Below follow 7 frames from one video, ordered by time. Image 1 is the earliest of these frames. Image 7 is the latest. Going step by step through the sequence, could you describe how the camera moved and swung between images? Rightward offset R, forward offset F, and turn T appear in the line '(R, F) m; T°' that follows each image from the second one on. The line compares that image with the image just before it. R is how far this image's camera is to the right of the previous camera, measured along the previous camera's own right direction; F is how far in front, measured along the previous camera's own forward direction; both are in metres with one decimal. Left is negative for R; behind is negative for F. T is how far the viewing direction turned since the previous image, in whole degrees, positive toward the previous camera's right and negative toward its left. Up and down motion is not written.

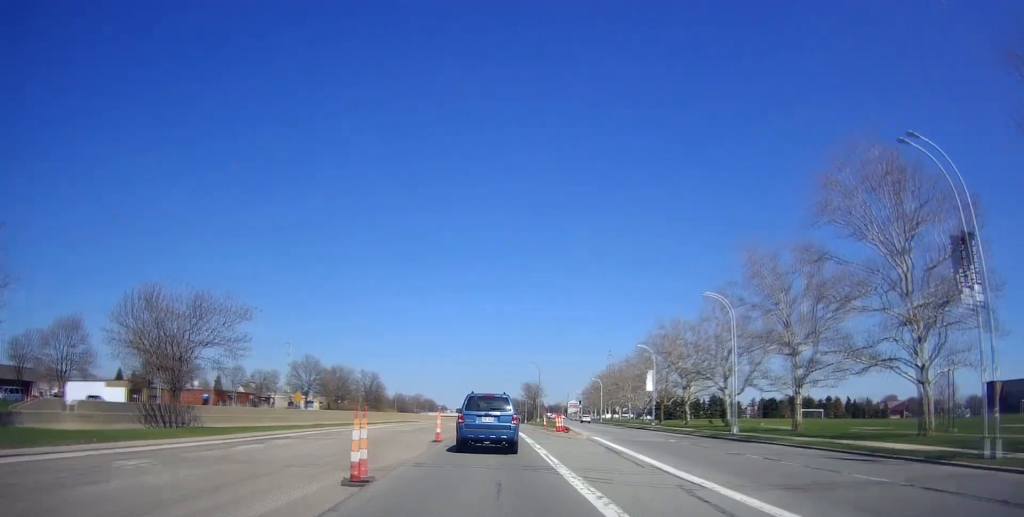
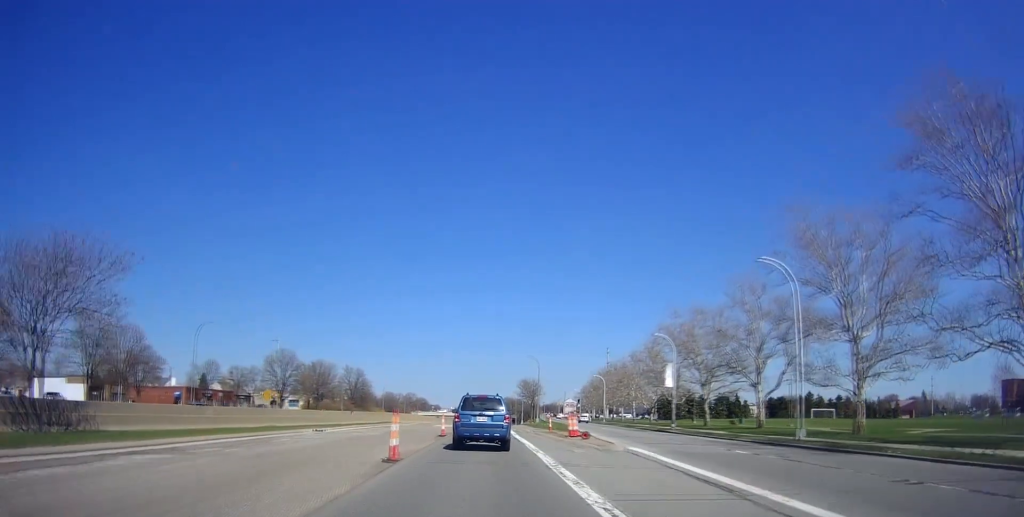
(+0.1, +10.2) m; -1°
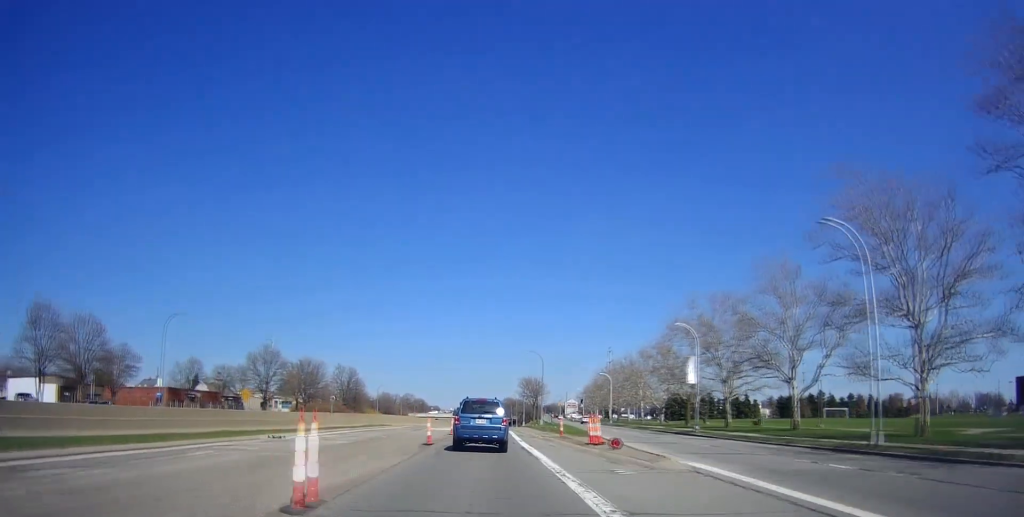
(+0.2, +7.2) m; -1°
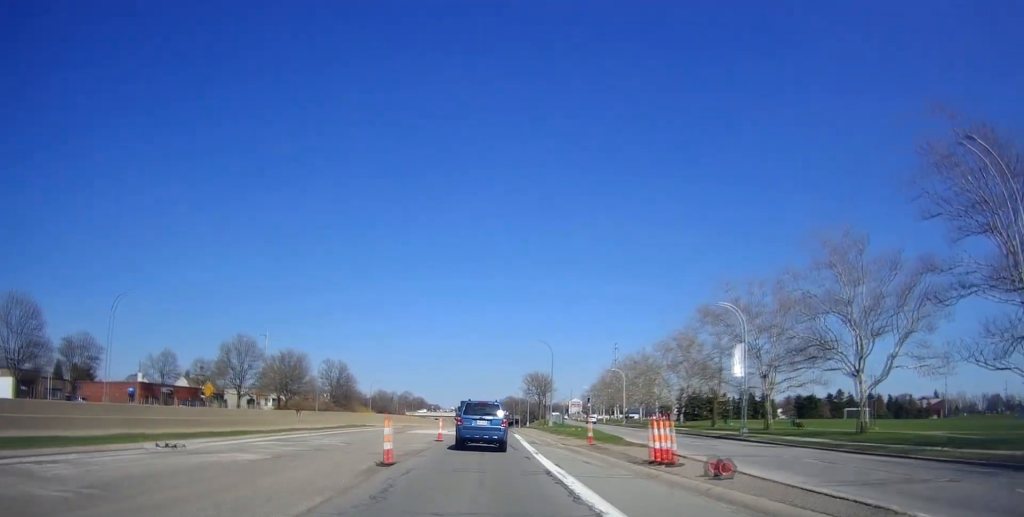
(-0.4, +10.1) m; 0°
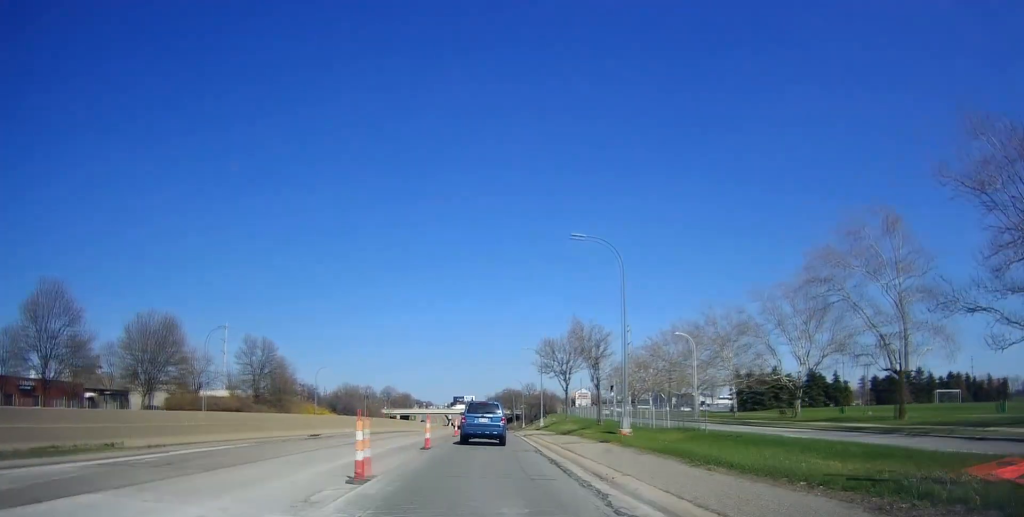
(+0.1, +38.3) m; +1°
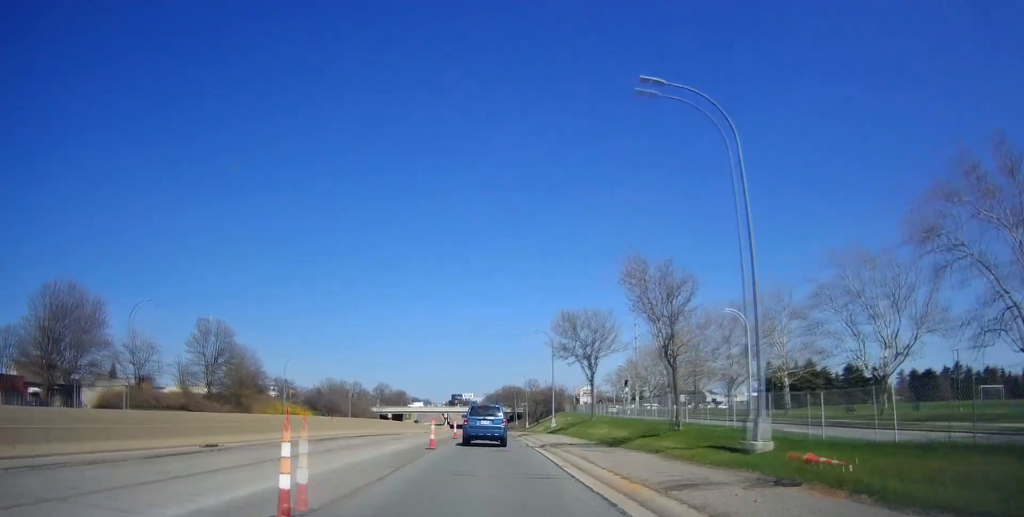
(+0.2, +14.4) m; 0°
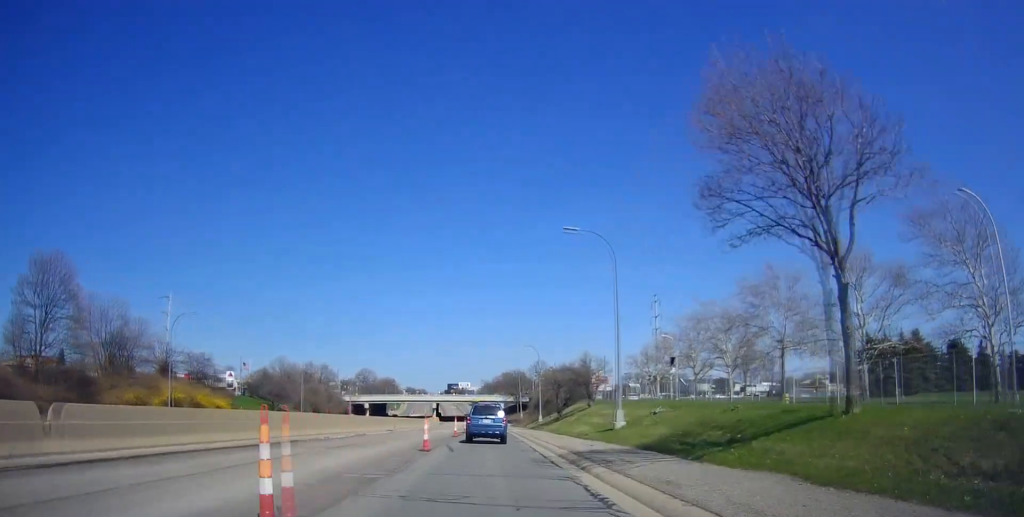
(-0.3, +30.7) m; -1°
